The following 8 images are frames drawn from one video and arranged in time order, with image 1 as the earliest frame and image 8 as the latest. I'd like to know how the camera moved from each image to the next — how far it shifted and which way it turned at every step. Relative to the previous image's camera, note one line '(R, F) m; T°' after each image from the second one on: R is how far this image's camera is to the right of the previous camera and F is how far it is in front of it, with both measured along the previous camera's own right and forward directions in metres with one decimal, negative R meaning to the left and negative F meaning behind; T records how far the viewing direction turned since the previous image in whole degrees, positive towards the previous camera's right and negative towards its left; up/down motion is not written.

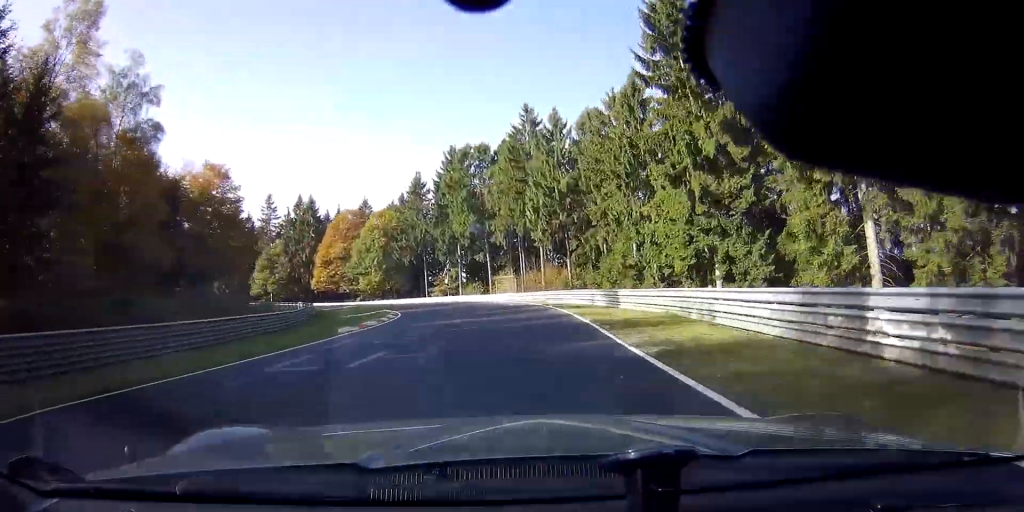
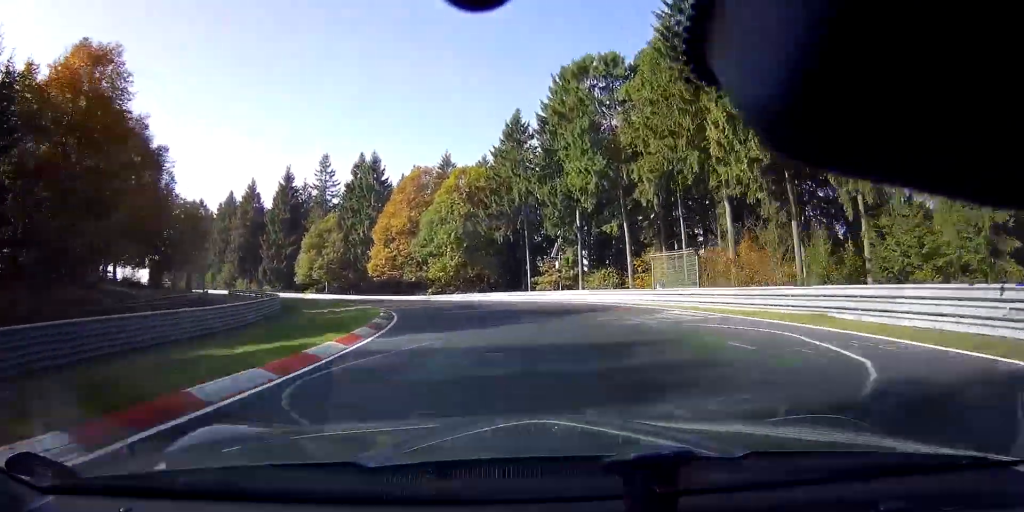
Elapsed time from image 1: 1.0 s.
(-3.1, +29.7) m; -14°
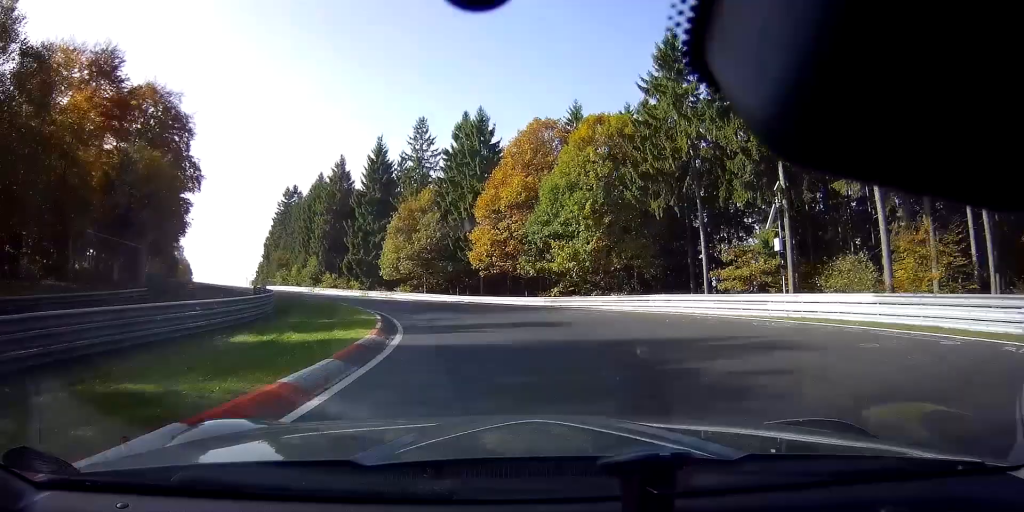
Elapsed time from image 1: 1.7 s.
(-2.4, +19.9) m; -13°
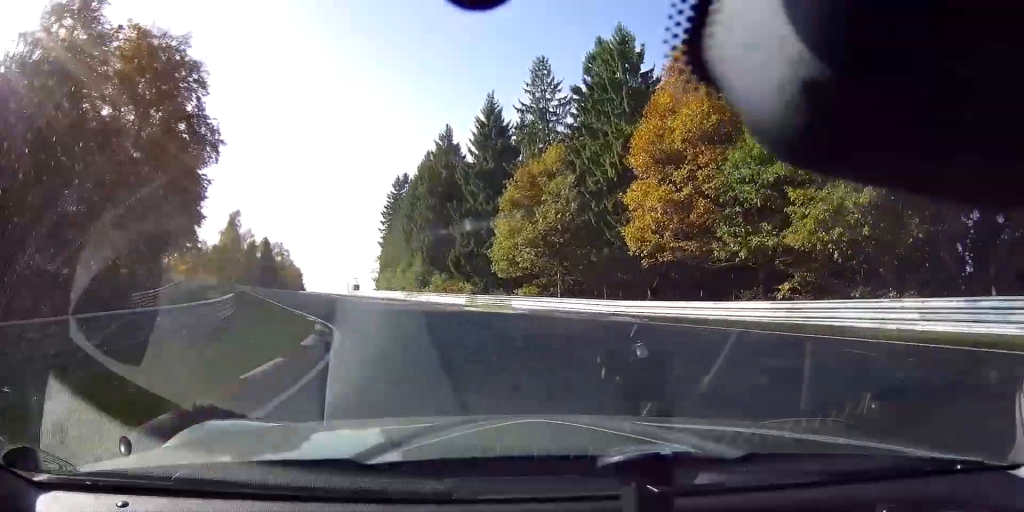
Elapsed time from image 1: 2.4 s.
(-2.0, +19.8) m; -15°
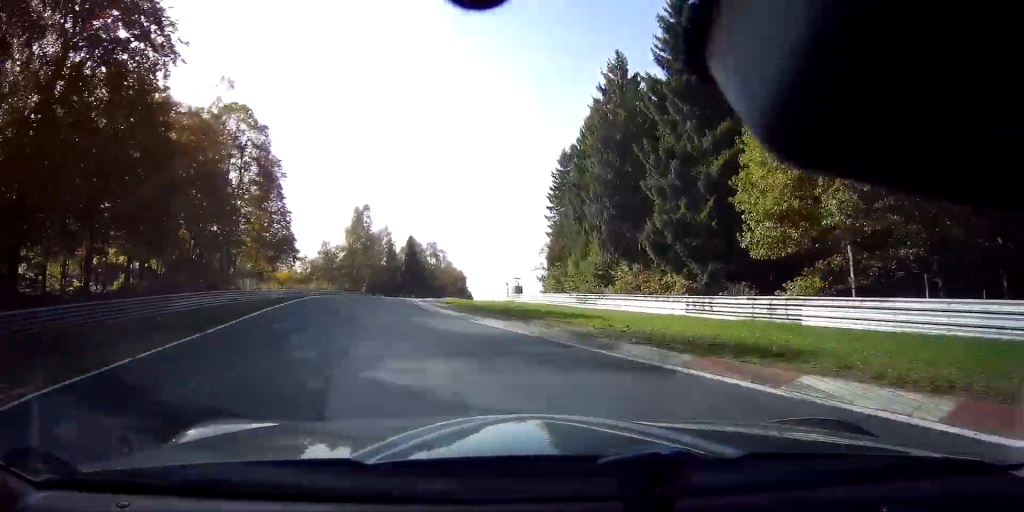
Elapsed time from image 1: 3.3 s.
(-3.9, +23.0) m; -18°
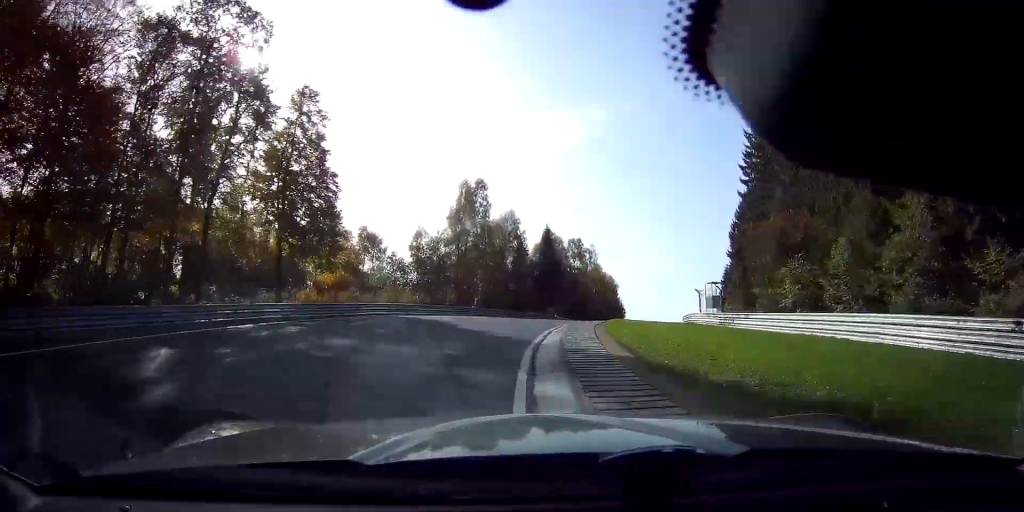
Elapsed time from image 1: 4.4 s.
(-4.3, +29.3) m; -7°
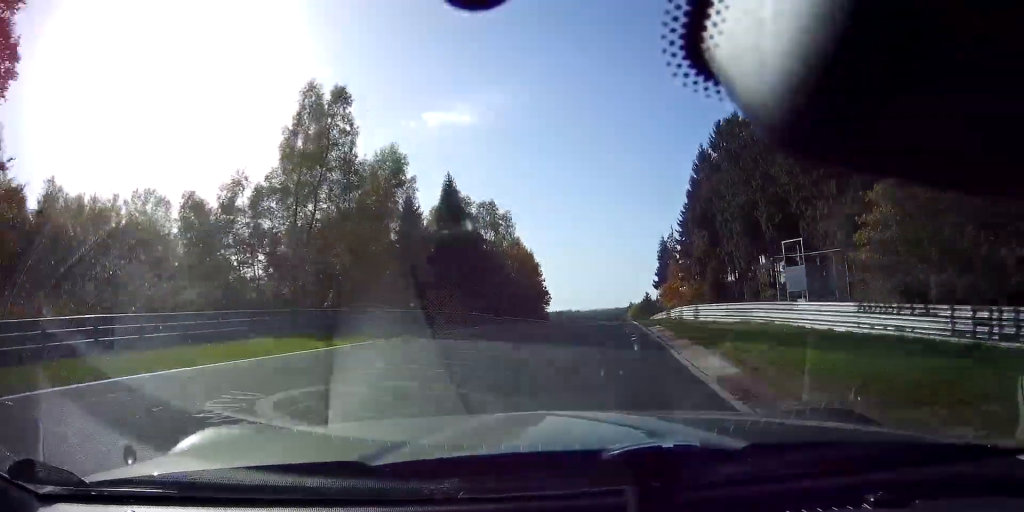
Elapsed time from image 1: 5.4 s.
(+0.3, +26.5) m; +5°
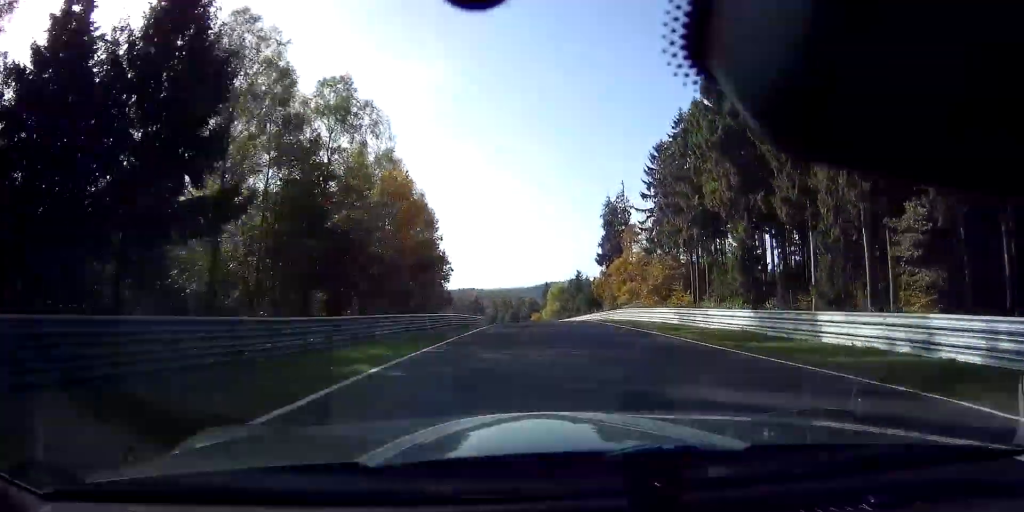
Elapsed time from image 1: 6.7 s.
(+3.2, +37.0) m; +8°
